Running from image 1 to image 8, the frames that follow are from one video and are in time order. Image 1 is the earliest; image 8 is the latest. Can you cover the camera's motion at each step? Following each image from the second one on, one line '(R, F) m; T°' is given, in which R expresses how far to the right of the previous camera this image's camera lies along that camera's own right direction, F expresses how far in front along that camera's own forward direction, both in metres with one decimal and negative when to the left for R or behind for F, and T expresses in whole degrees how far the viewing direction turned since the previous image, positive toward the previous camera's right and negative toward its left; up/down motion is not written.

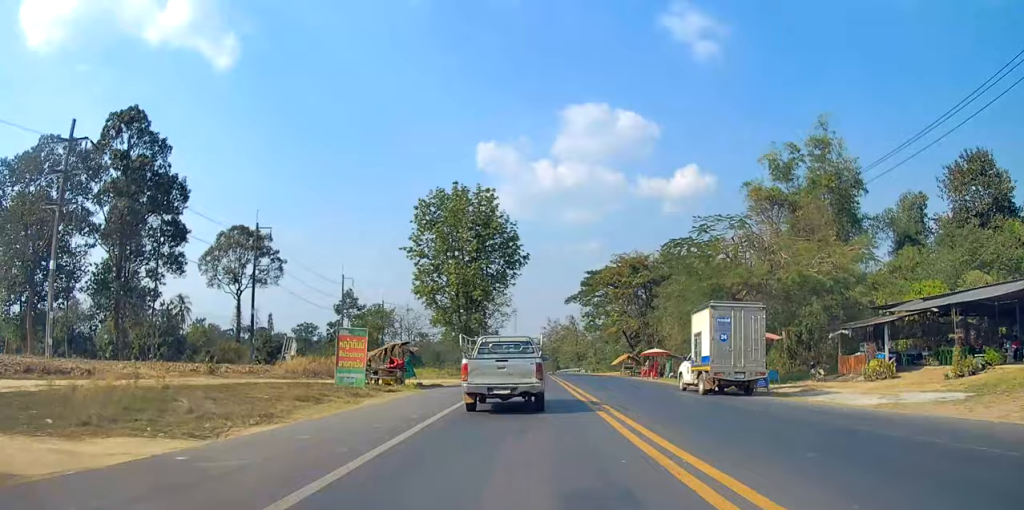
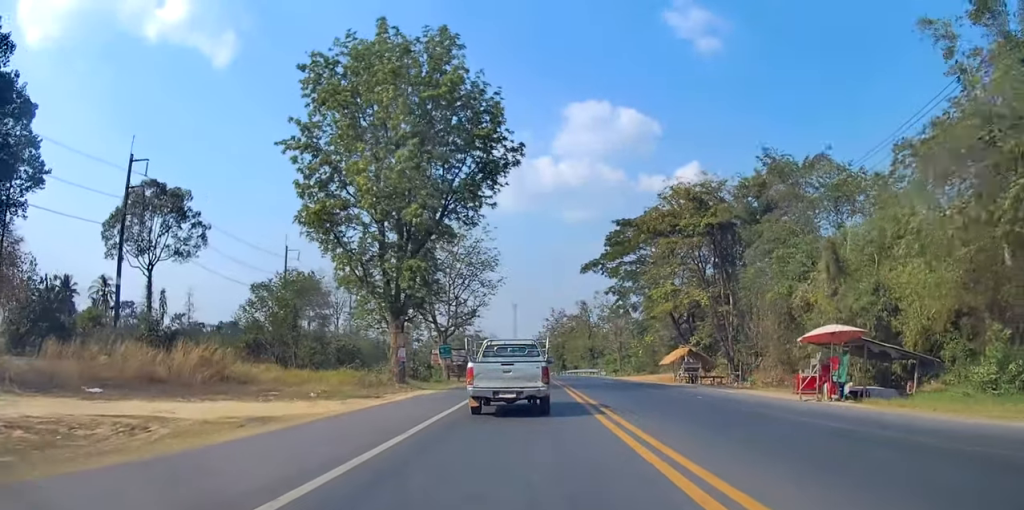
(-0.4, +30.8) m; +2°
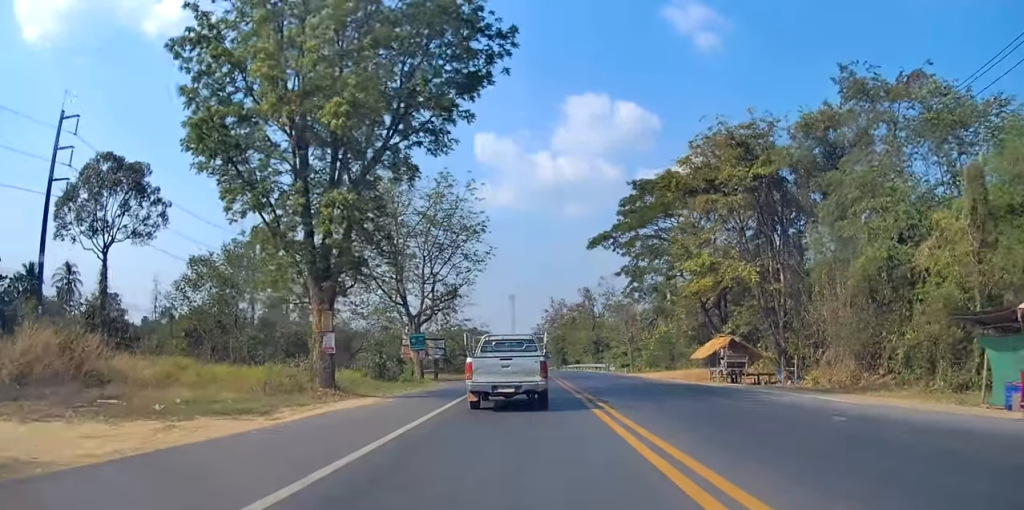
(+0.5, +11.7) m; 0°
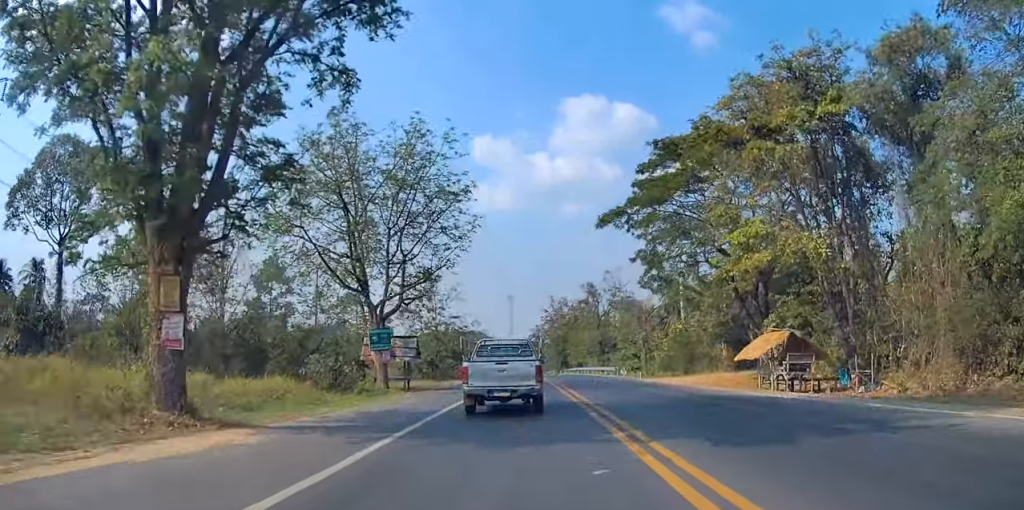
(-0.1, +9.1) m; 0°
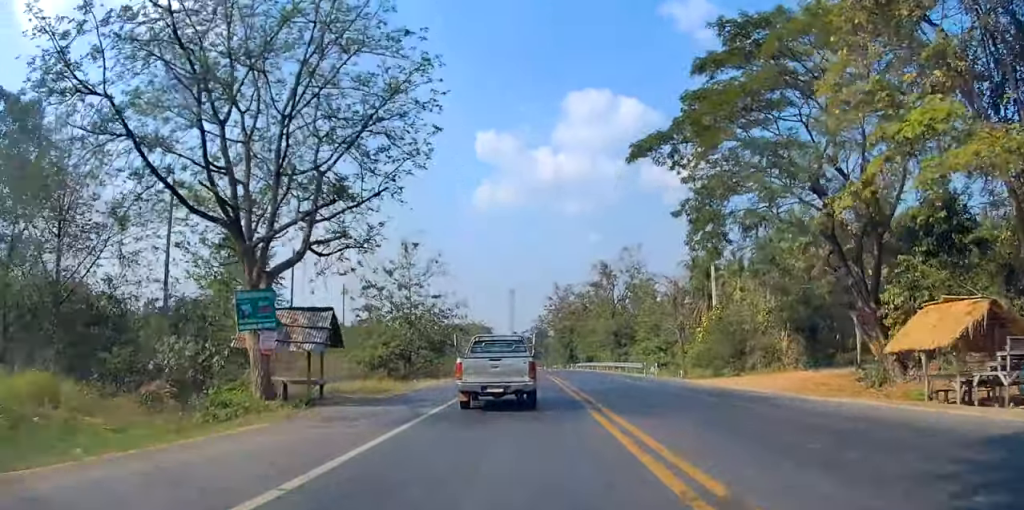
(-0.4, +14.1) m; 0°
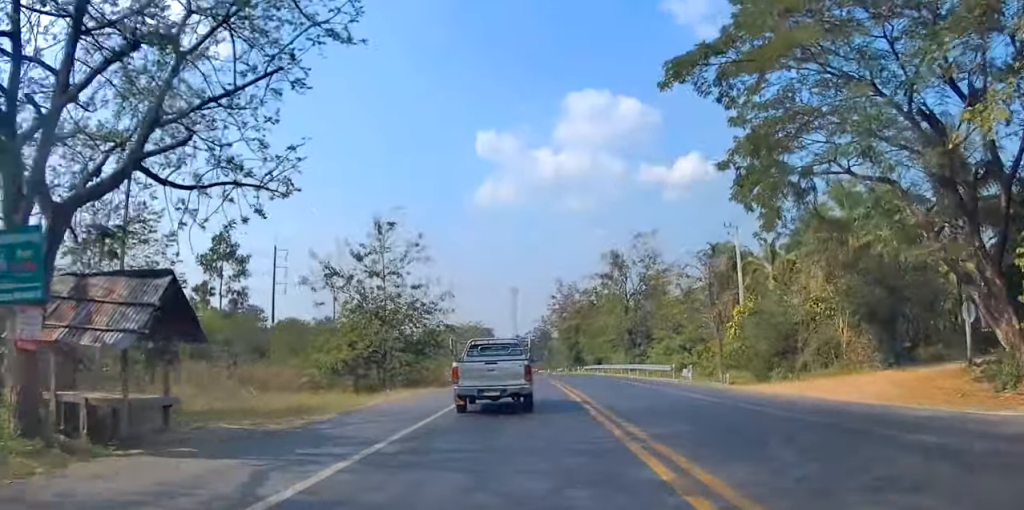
(+0.4, +9.1) m; 0°
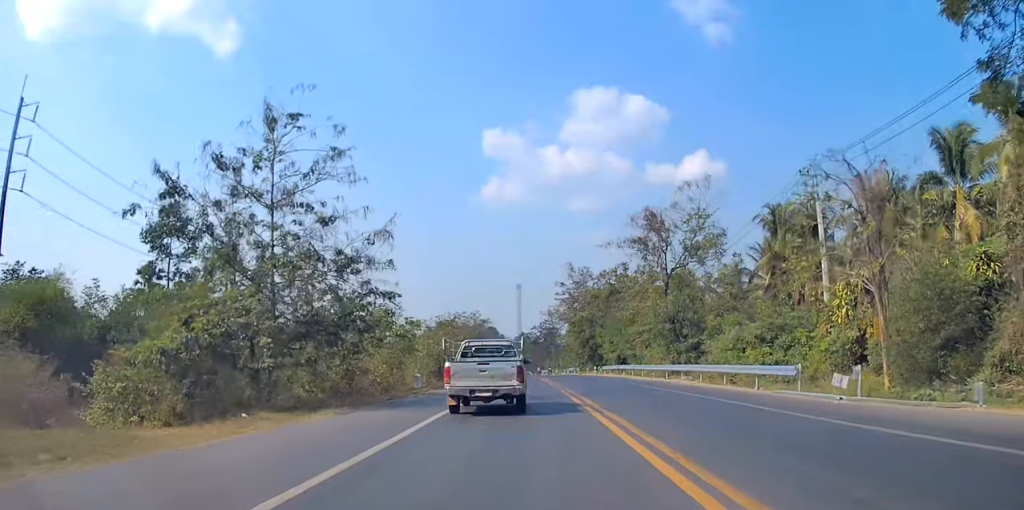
(-0.2, +17.1) m; -2°
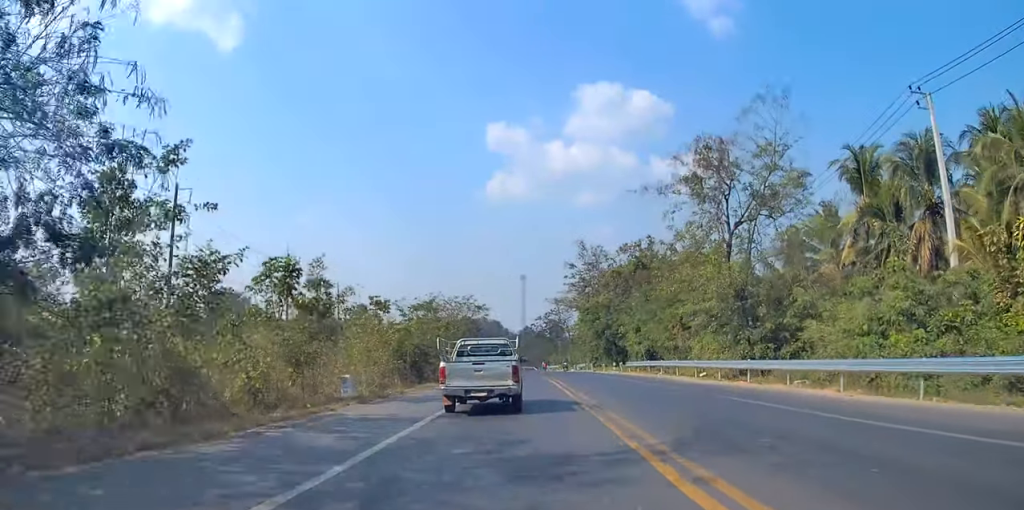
(-0.3, +15.0) m; -1°
